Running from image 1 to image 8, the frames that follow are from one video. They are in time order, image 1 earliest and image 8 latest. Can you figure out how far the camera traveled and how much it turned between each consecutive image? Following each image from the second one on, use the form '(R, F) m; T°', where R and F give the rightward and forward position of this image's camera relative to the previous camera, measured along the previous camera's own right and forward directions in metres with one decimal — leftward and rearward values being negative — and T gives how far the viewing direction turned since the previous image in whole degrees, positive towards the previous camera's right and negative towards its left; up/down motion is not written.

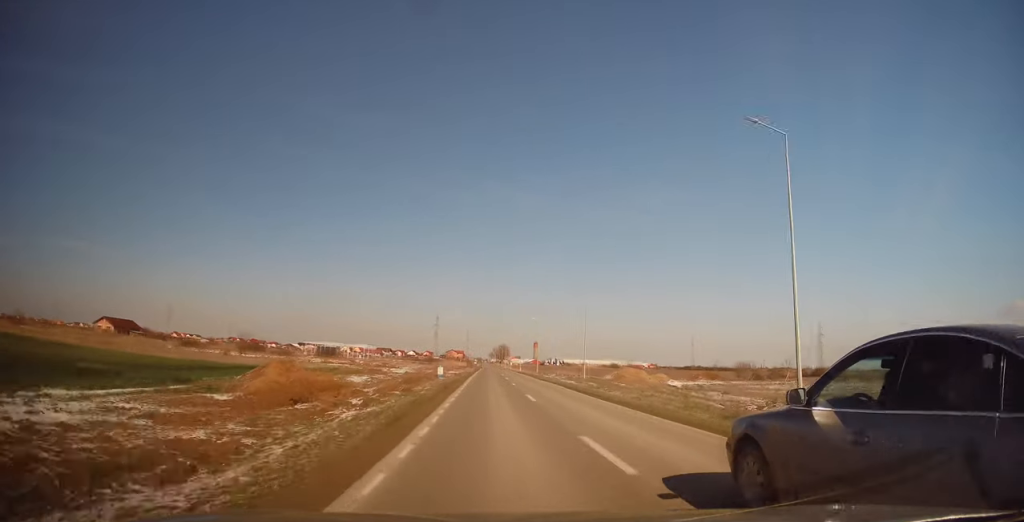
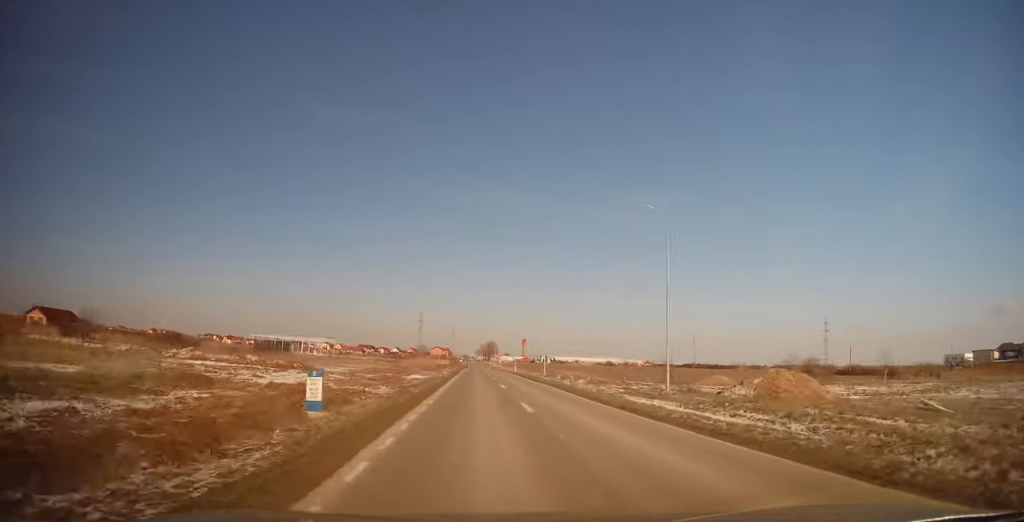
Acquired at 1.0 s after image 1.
(0.0, +27.9) m; +1°
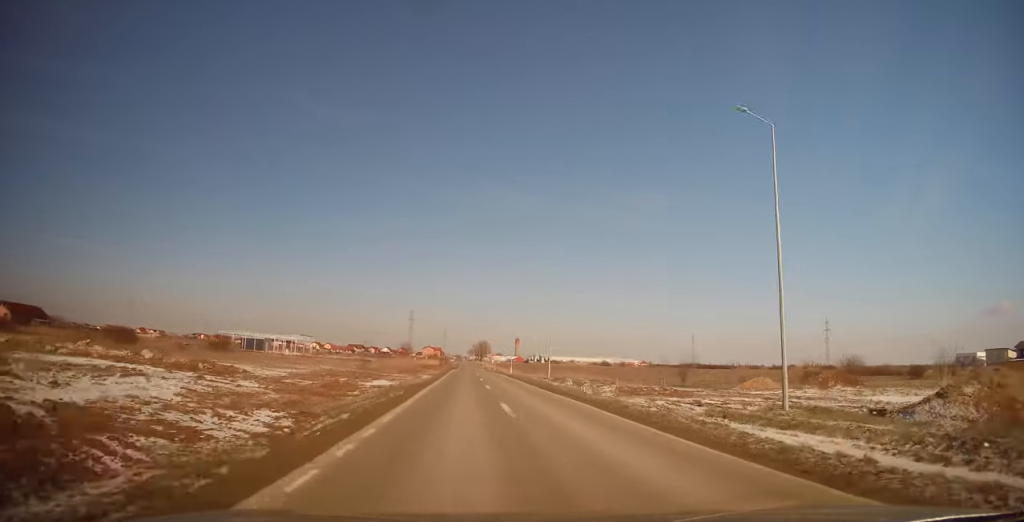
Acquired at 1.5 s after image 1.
(+0.1, +11.9) m; 0°
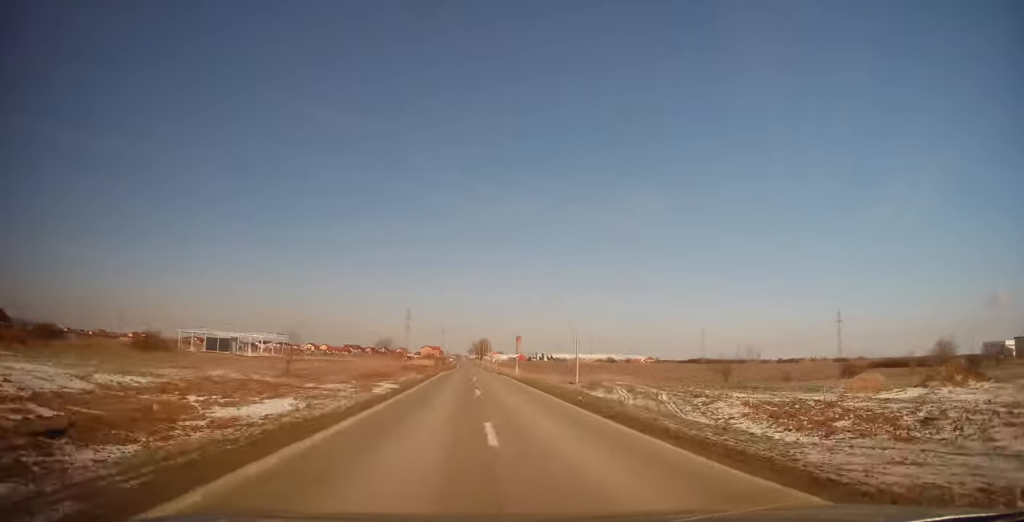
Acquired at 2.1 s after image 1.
(+0.1, +16.4) m; +1°
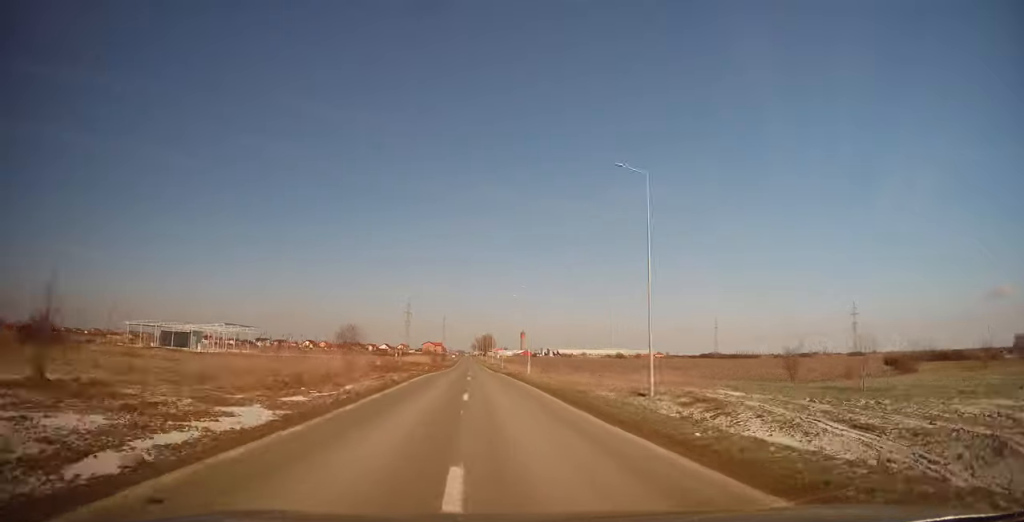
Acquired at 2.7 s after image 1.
(+0.1, +16.6) m; 0°
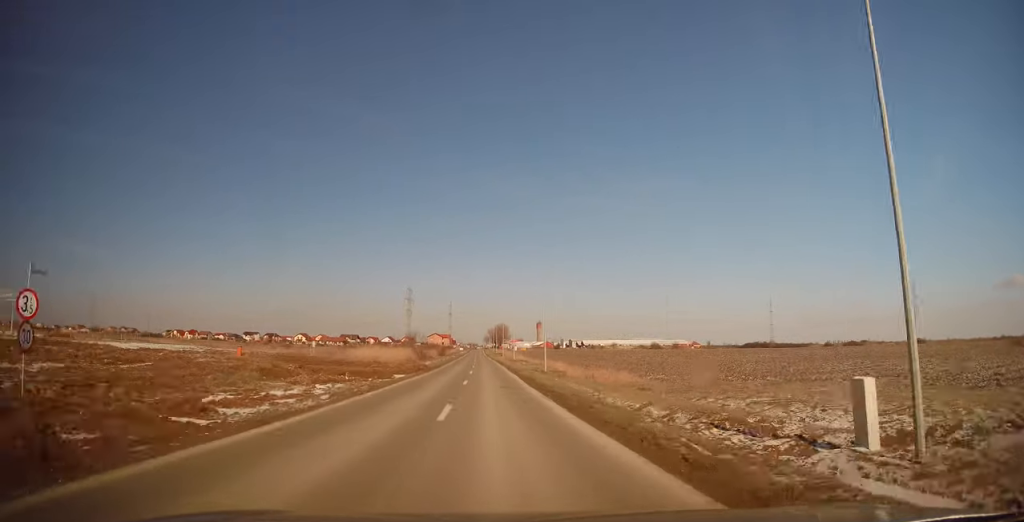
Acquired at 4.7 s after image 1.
(-0.9, +55.4) m; -2°
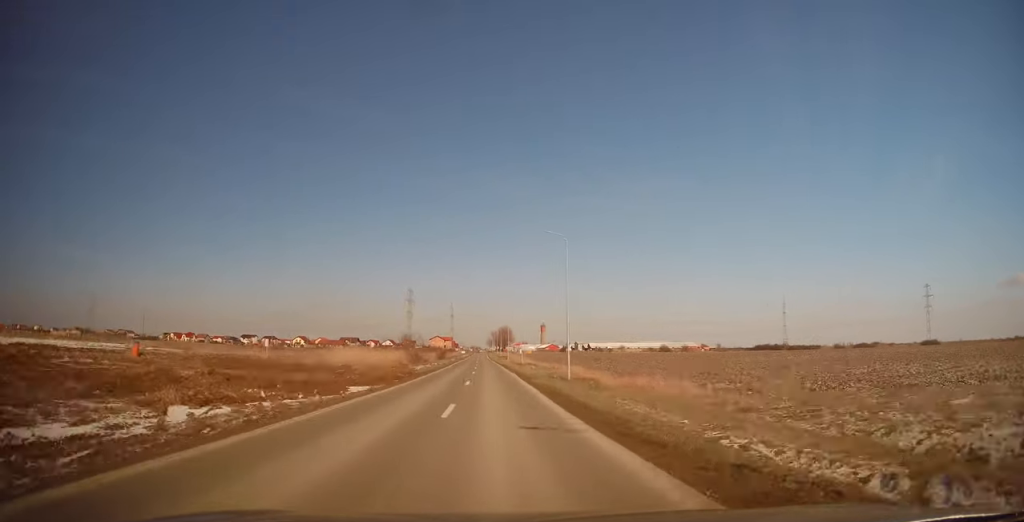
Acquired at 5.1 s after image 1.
(-0.1, +11.1) m; 0°
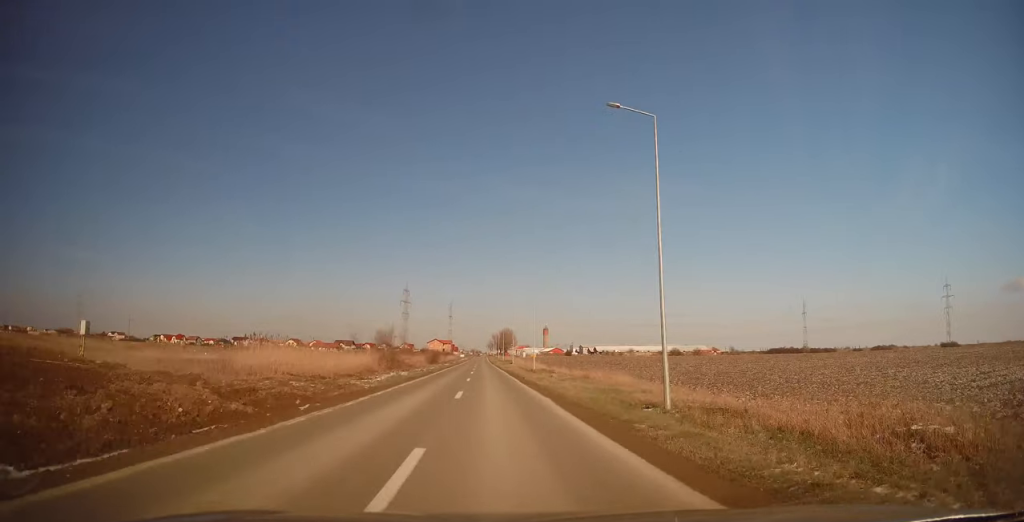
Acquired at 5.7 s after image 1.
(+0.2, +18.5) m; 0°
